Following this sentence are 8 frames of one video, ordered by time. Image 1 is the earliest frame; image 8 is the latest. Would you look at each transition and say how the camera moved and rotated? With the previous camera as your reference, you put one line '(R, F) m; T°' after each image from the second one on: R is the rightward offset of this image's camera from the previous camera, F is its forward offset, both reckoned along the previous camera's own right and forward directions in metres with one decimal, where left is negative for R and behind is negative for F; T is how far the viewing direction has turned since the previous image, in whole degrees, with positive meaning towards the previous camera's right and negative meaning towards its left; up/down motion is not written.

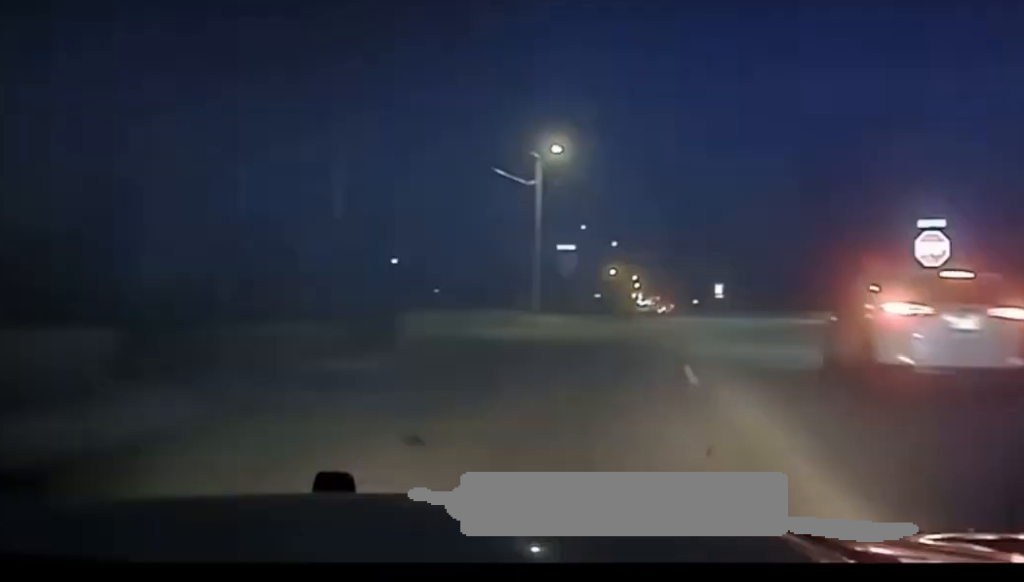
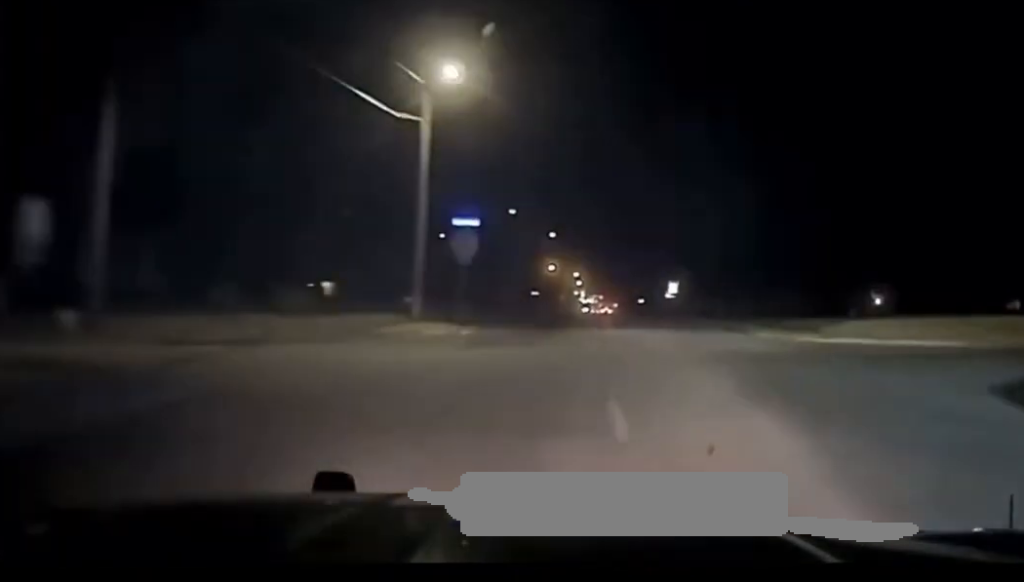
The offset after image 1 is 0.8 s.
(+0.3, +18.1) m; +1°
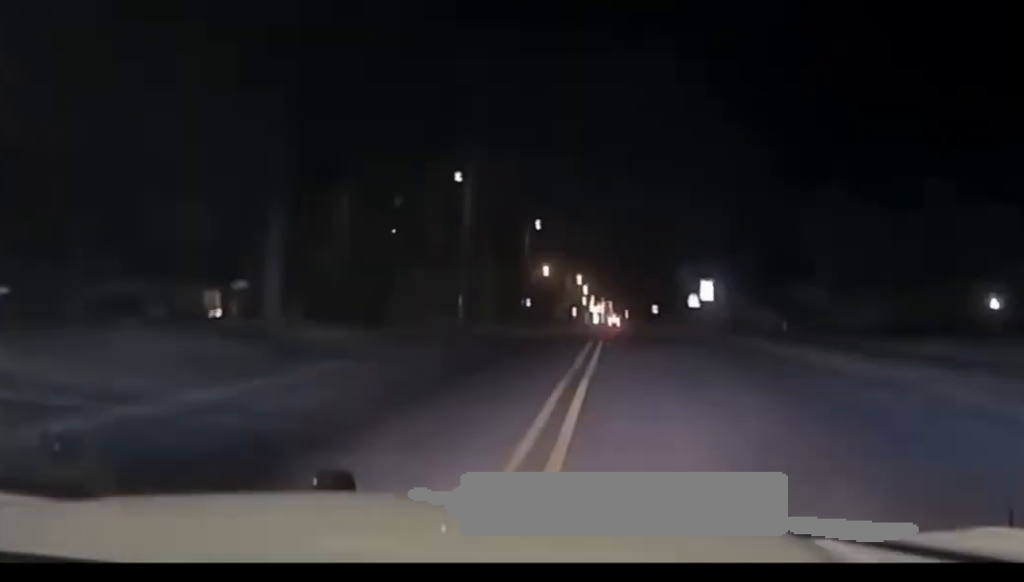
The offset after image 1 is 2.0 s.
(-0.2, +27.9) m; -1°
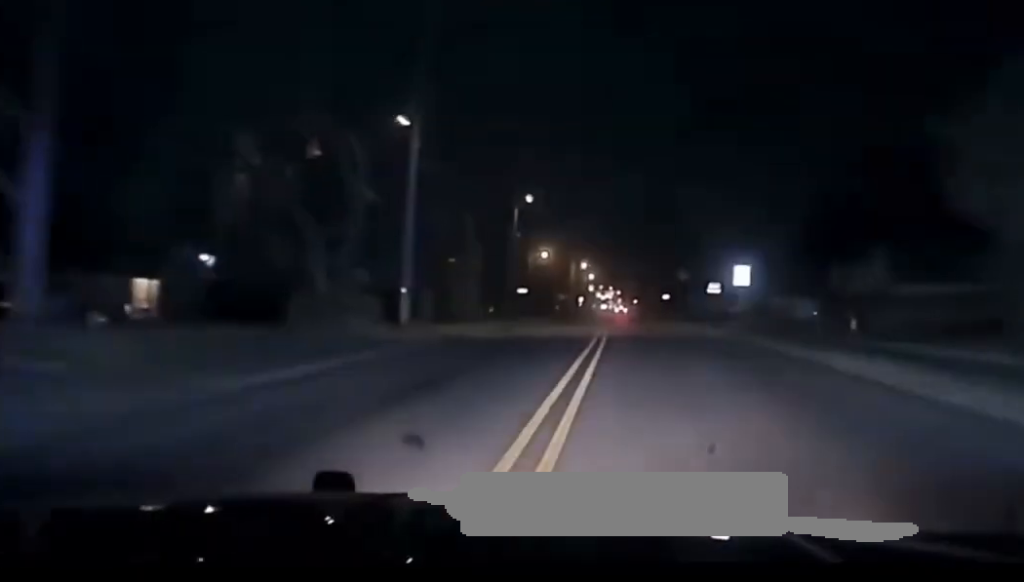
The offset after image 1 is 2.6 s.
(-0.1, +13.7) m; 0°
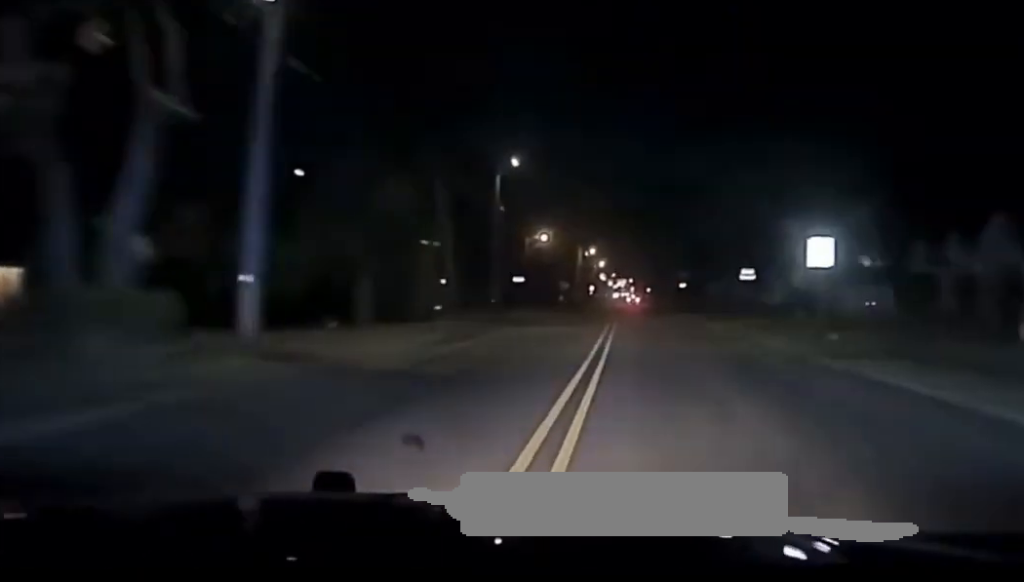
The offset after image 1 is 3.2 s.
(+0.1, +16.7) m; 0°
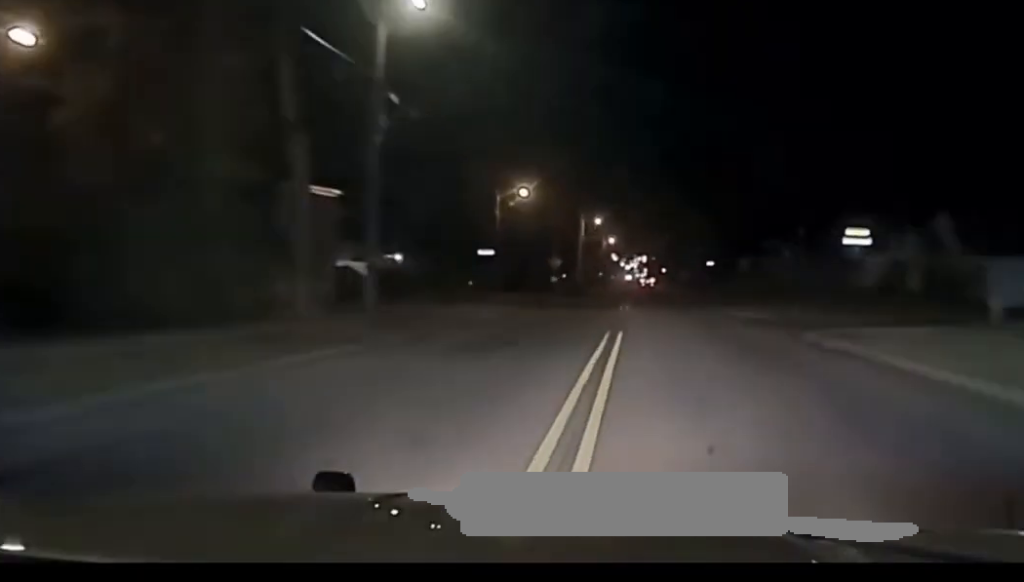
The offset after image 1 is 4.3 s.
(0.0, +32.5) m; 0°
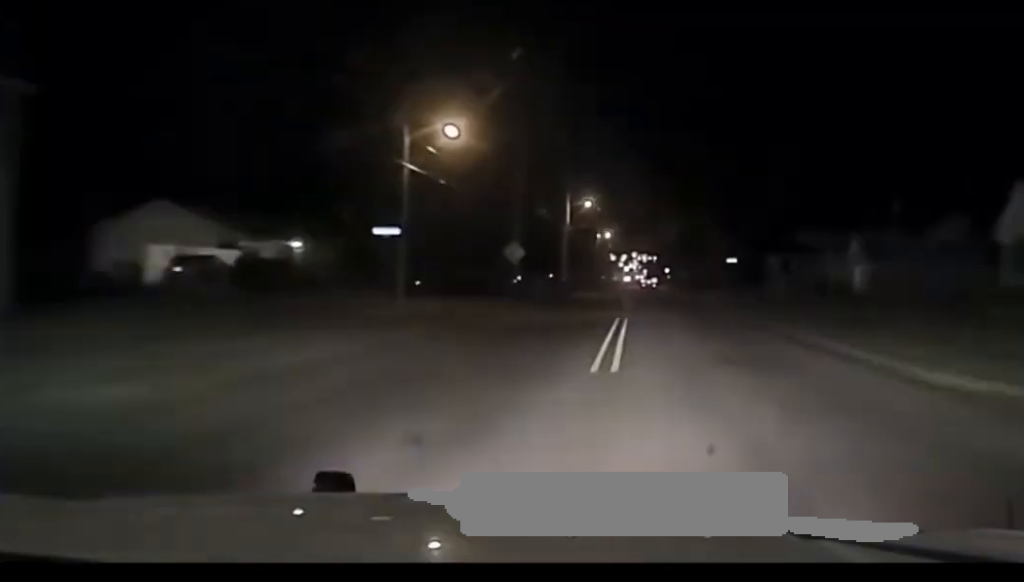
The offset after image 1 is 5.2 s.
(-0.2, +31.6) m; 0°
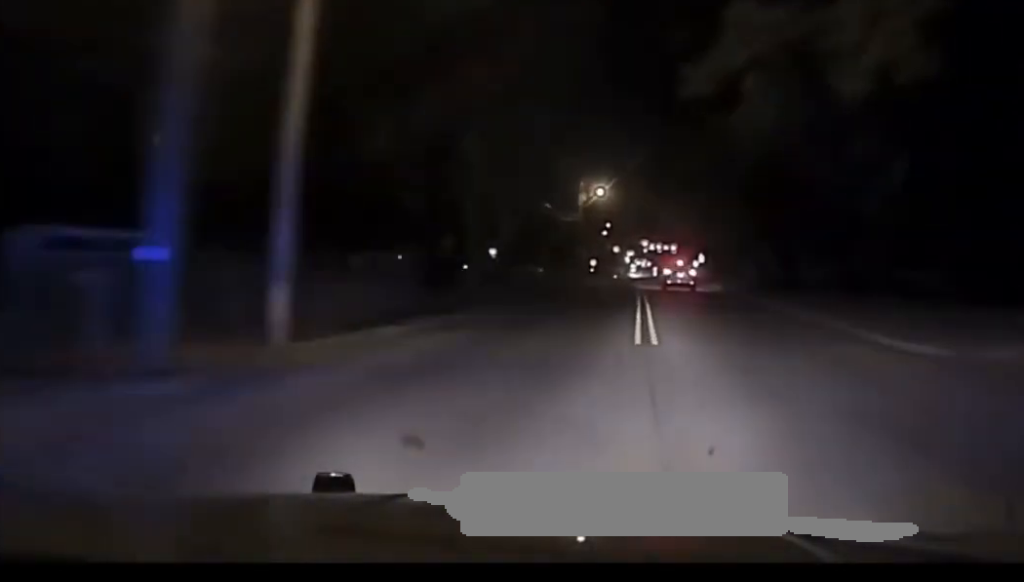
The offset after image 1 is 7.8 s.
(-0.3, +97.7) m; 0°
